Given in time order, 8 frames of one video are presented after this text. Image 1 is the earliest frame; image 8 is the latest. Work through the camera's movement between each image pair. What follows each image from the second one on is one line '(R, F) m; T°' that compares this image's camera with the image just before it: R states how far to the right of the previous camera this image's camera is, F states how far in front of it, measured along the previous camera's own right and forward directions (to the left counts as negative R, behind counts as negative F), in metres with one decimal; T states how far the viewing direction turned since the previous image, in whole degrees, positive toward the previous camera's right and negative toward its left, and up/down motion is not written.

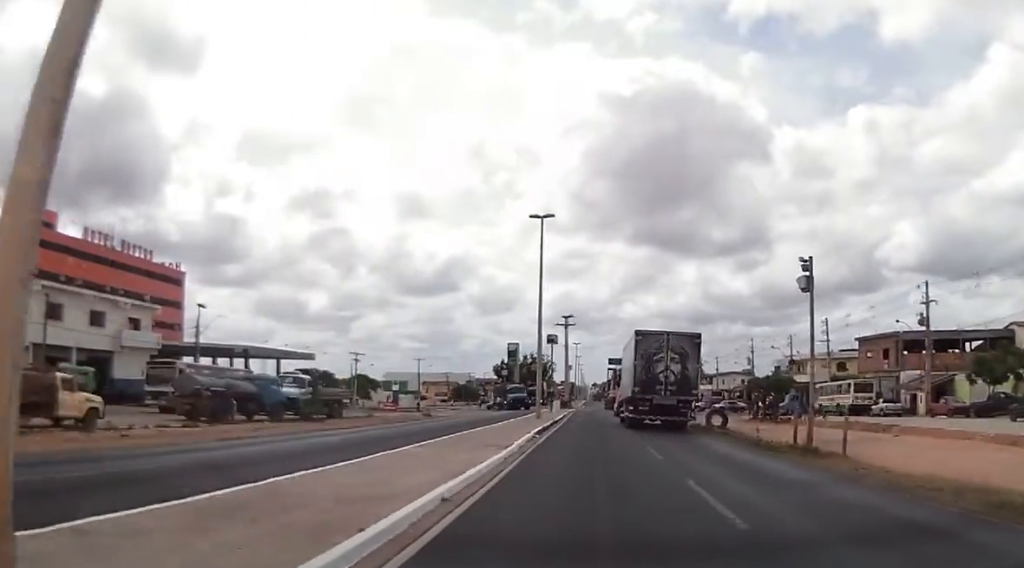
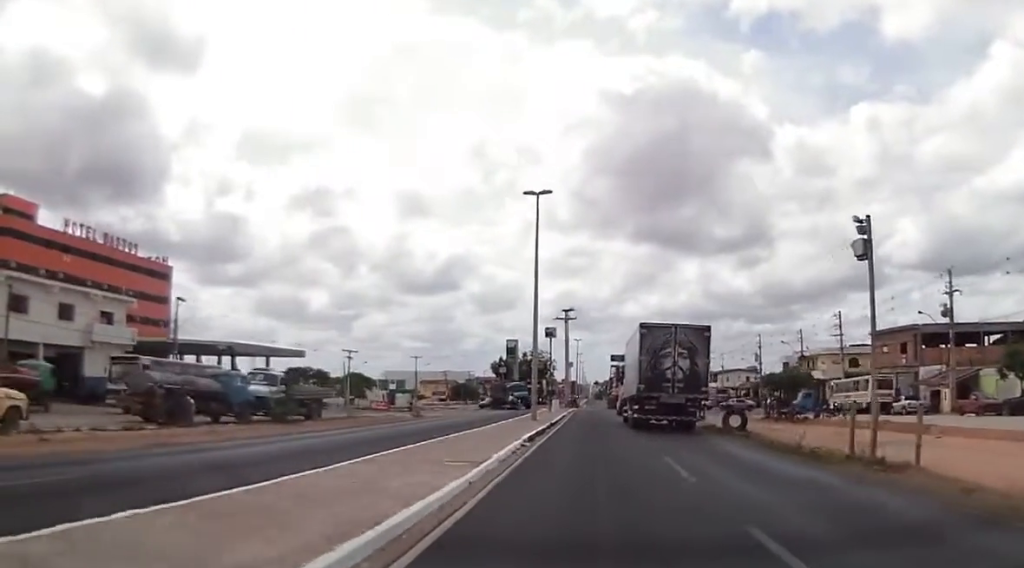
(-0.1, +5.0) m; +1°
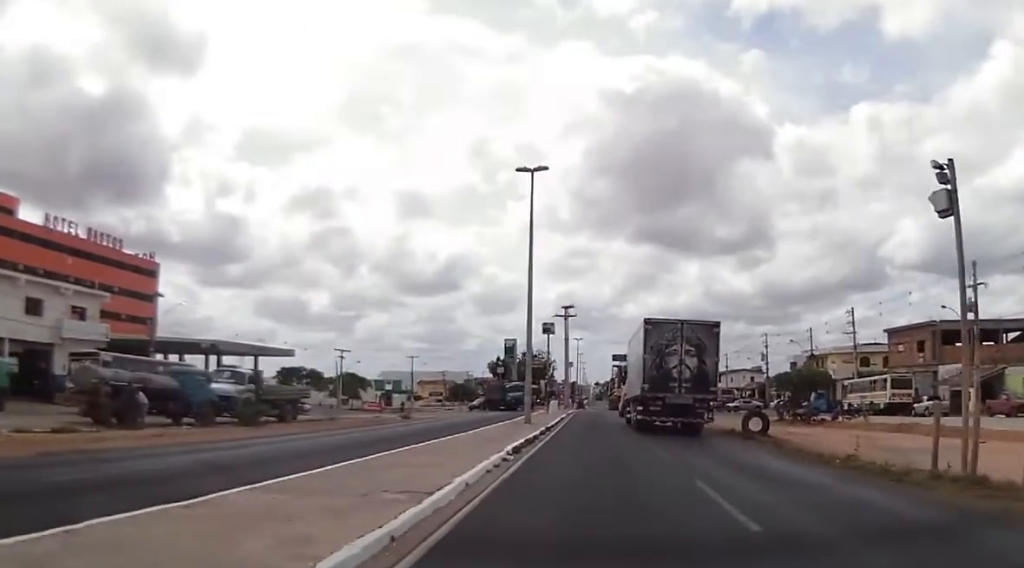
(+0.1, +4.5) m; 0°
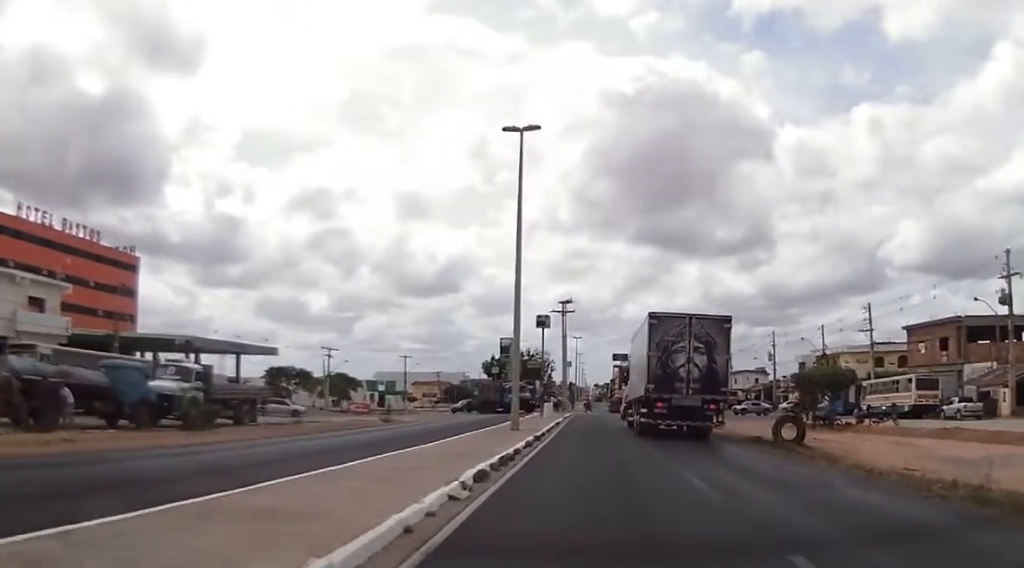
(+0.1, +6.2) m; 0°
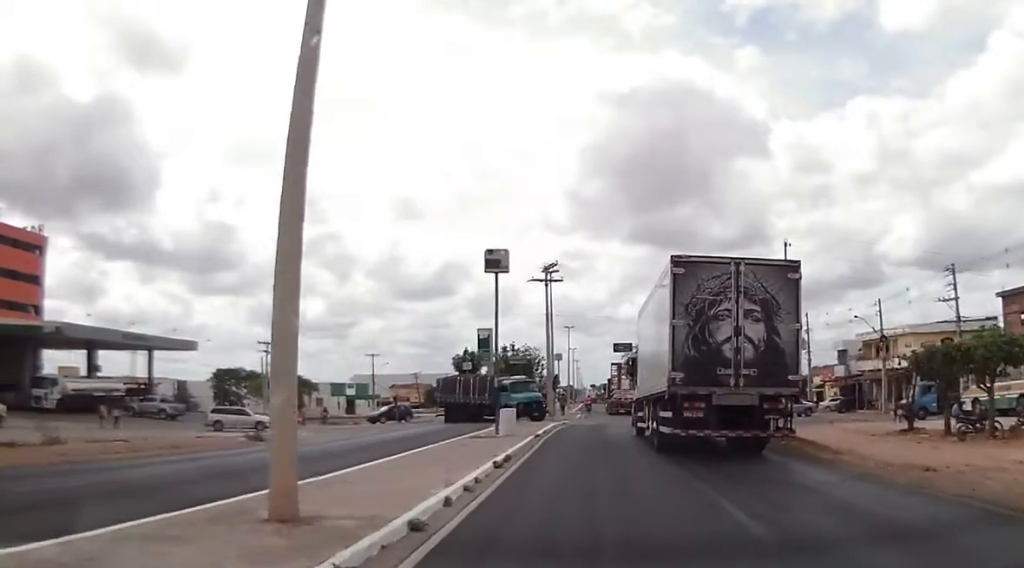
(0.0, +21.1) m; -2°
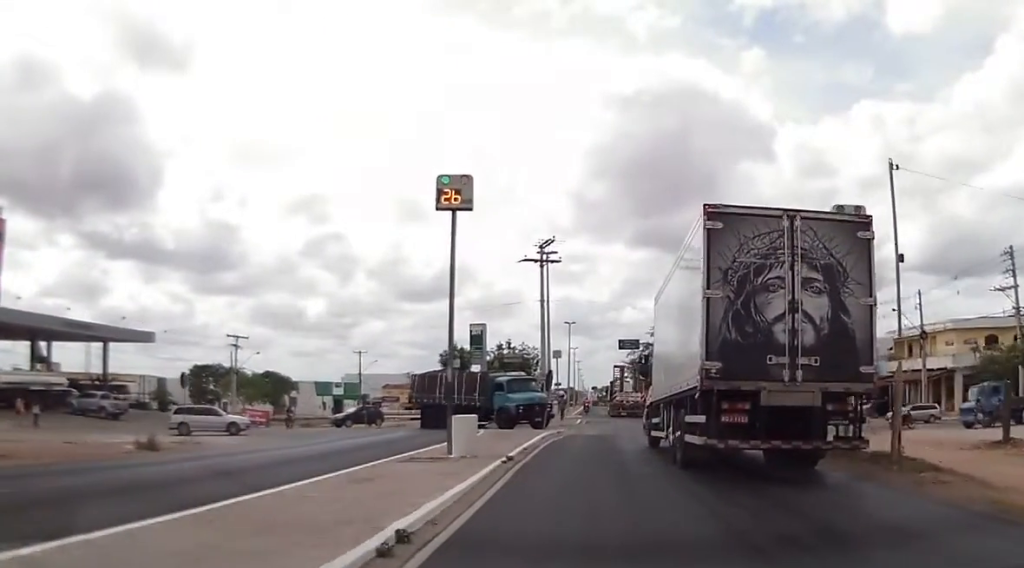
(-0.4, +8.5) m; -1°
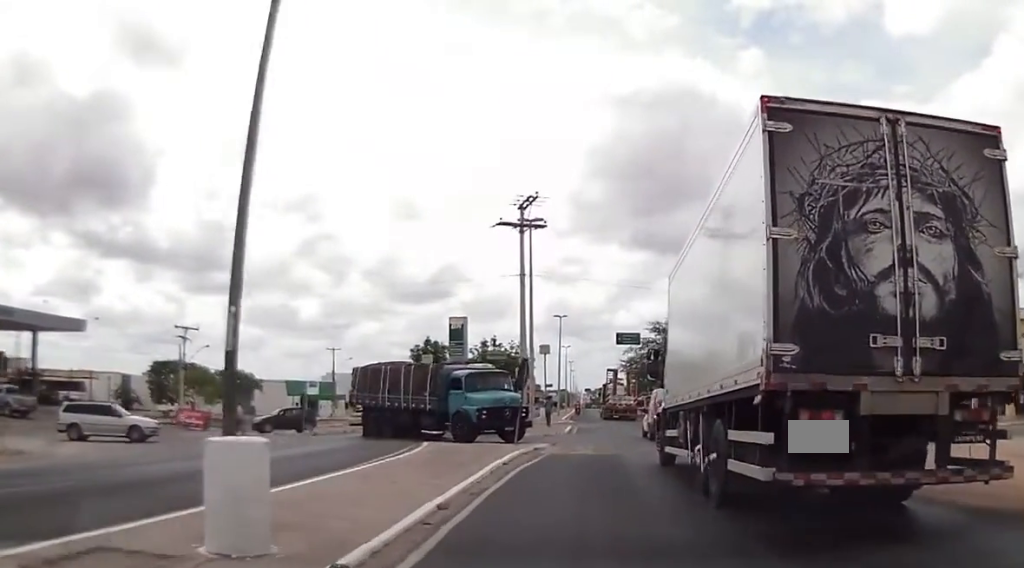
(+0.4, +9.7) m; +3°
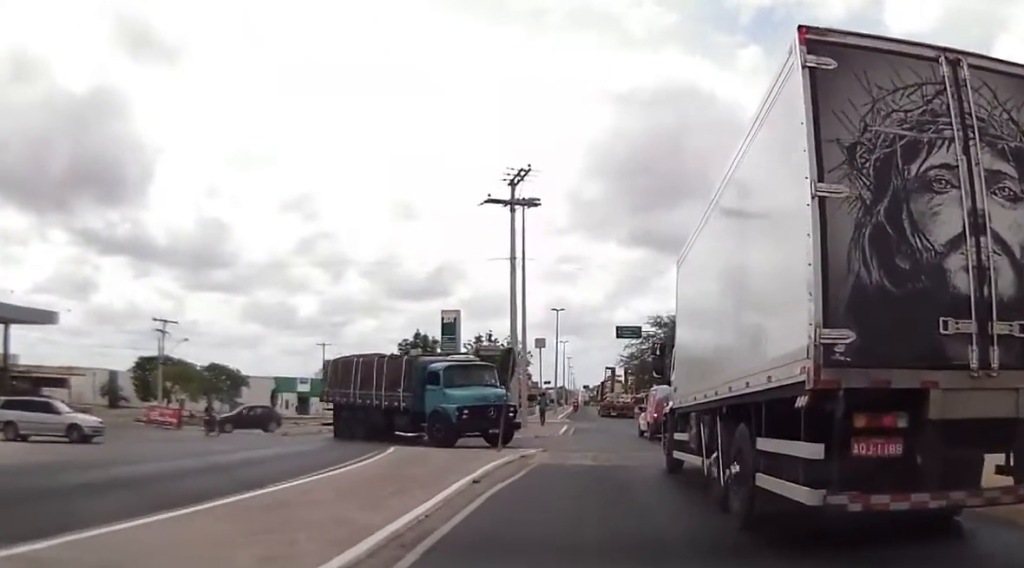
(-0.1, +3.7) m; 0°
